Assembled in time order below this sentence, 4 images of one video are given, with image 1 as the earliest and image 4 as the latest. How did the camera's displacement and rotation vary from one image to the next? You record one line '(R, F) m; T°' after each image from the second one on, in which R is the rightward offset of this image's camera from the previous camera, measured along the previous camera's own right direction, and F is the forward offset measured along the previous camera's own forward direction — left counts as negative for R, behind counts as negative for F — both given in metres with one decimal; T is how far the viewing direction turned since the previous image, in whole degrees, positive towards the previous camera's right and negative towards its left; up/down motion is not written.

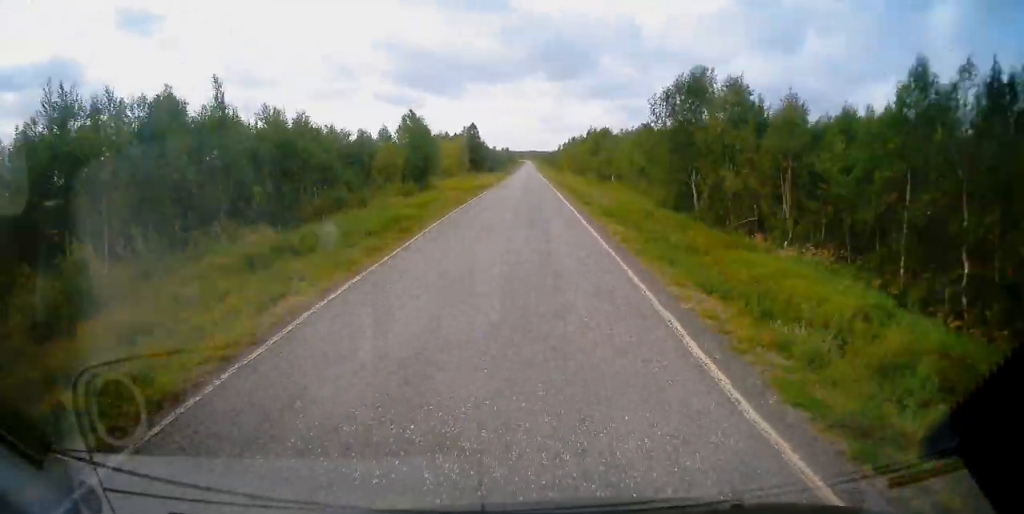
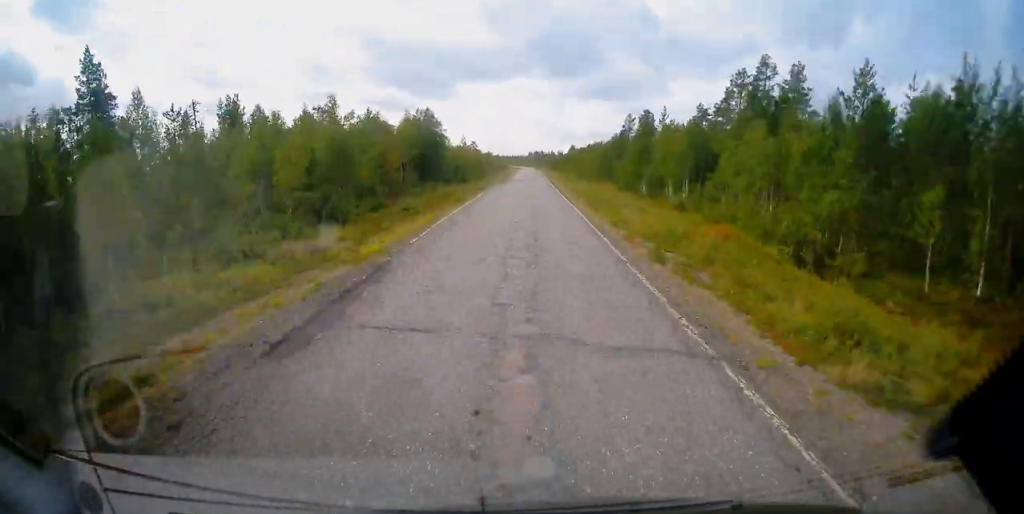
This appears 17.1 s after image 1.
(-11.1, +265.5) m; -2°
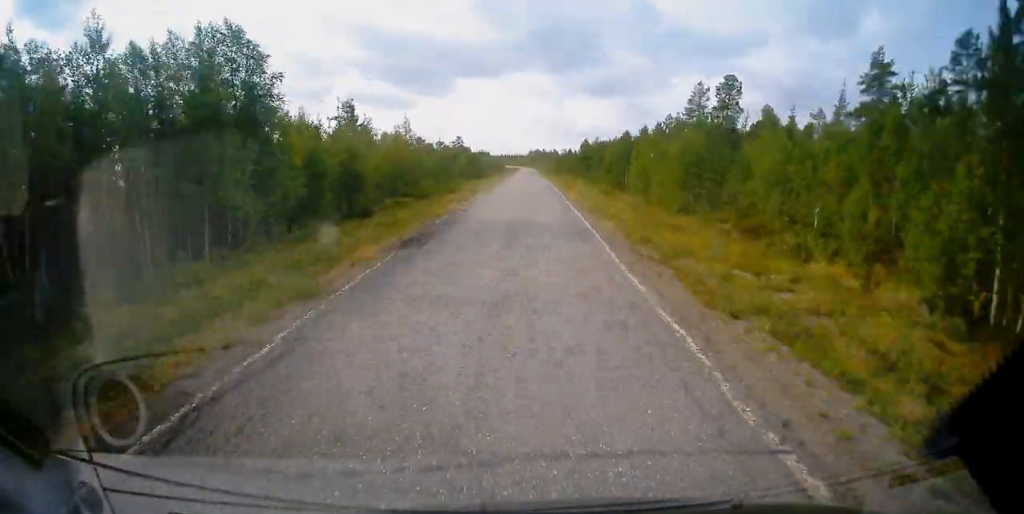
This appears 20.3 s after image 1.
(0.0, +49.2) m; 0°
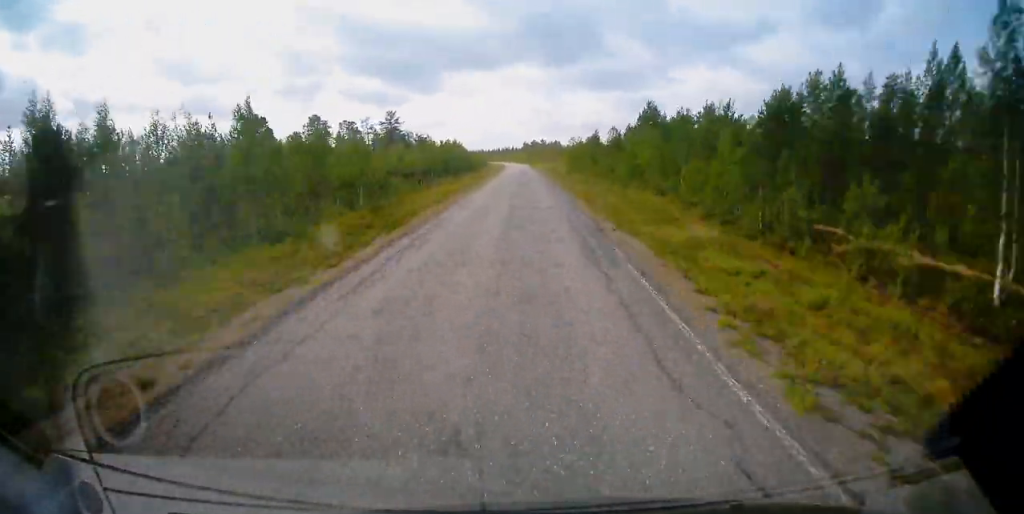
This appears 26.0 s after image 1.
(+0.1, +89.4) m; -1°
